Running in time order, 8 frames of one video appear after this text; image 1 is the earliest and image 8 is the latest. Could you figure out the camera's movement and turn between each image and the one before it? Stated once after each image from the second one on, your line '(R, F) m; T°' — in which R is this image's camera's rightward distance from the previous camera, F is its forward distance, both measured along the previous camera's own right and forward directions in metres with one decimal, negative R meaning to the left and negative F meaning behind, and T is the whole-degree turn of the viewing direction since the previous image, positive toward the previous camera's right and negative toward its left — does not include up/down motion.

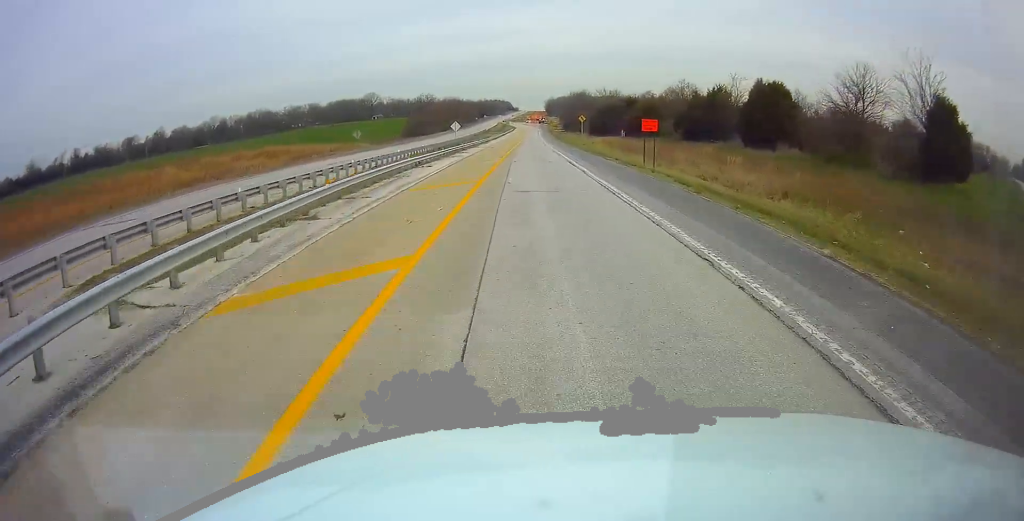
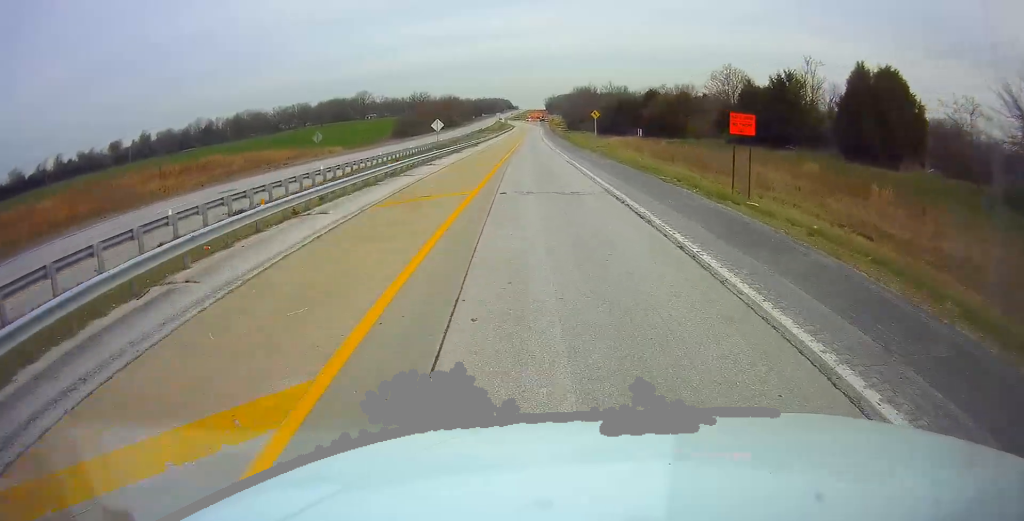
(0.0, +19.4) m; 0°
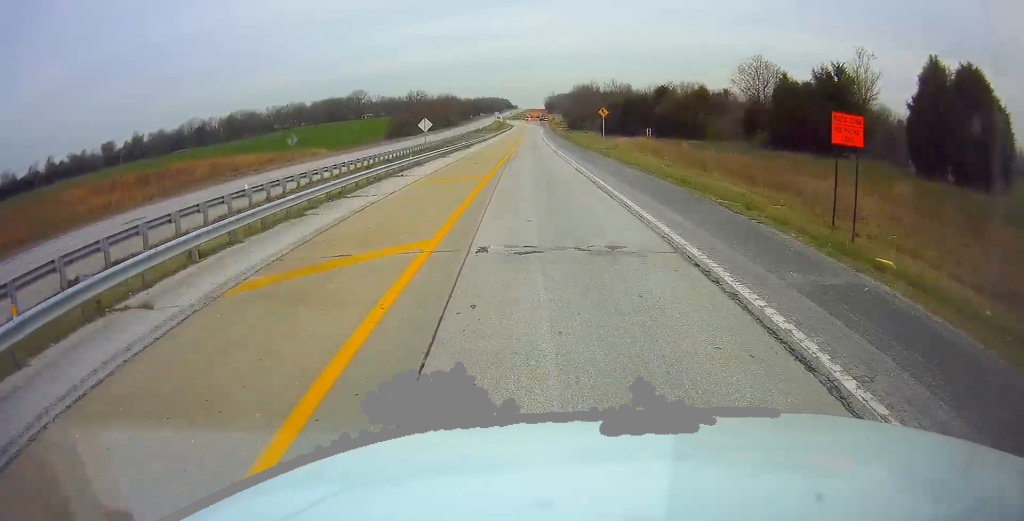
(+0.1, +8.9) m; 0°
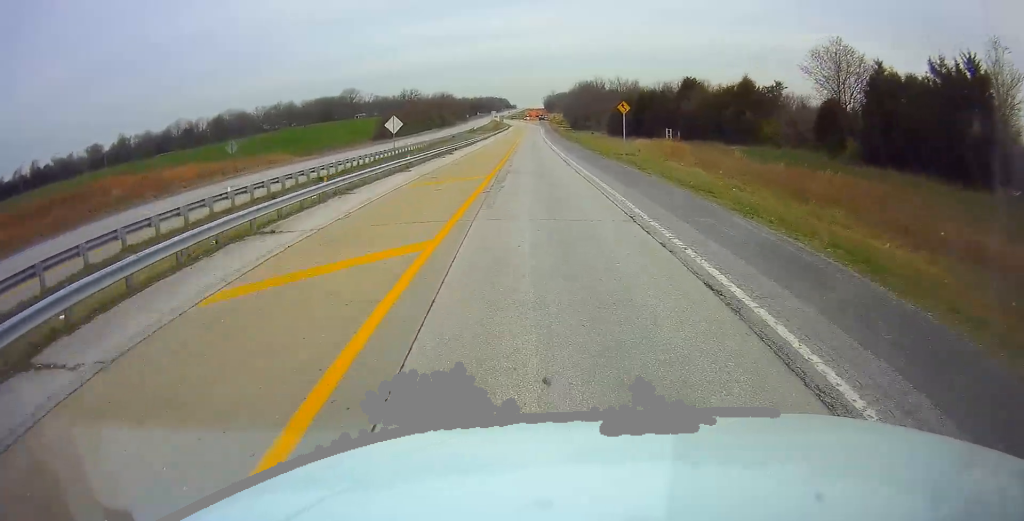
(-0.1, +15.6) m; 0°
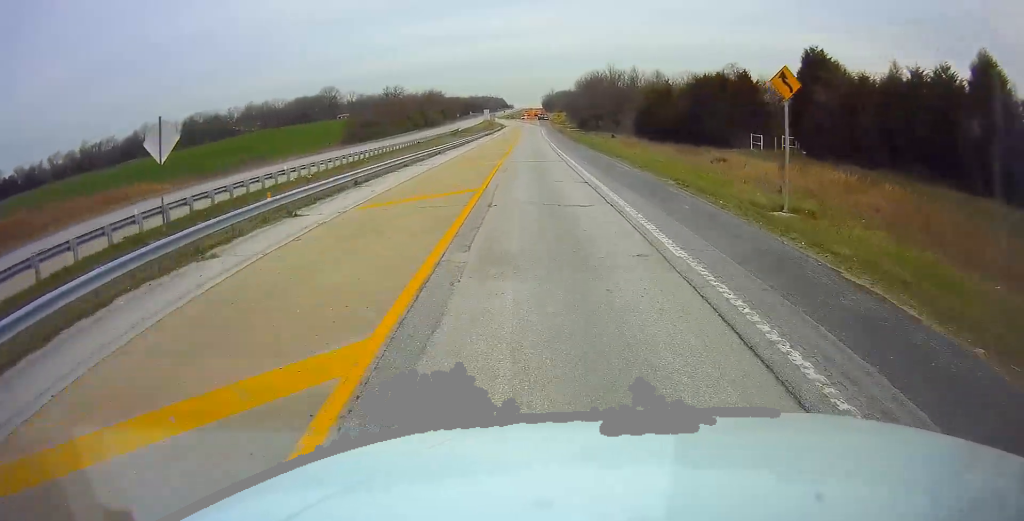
(+0.4, +35.0) m; +1°
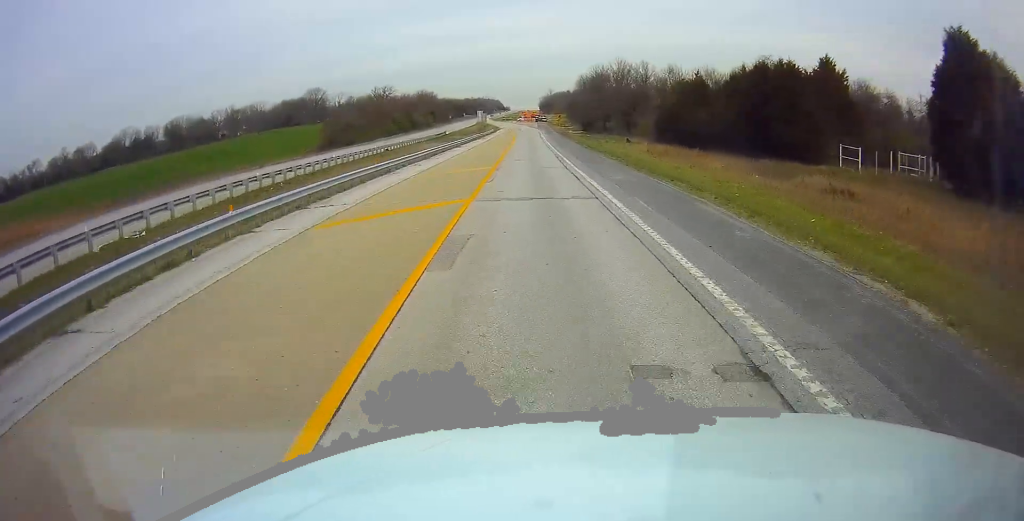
(-0.1, +17.2) m; 0°
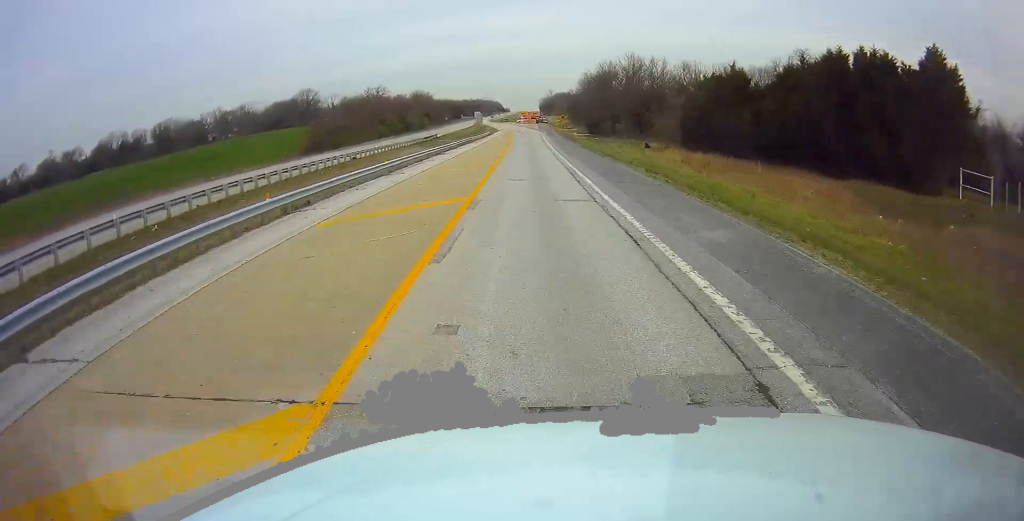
(0.0, +12.7) m; 0°
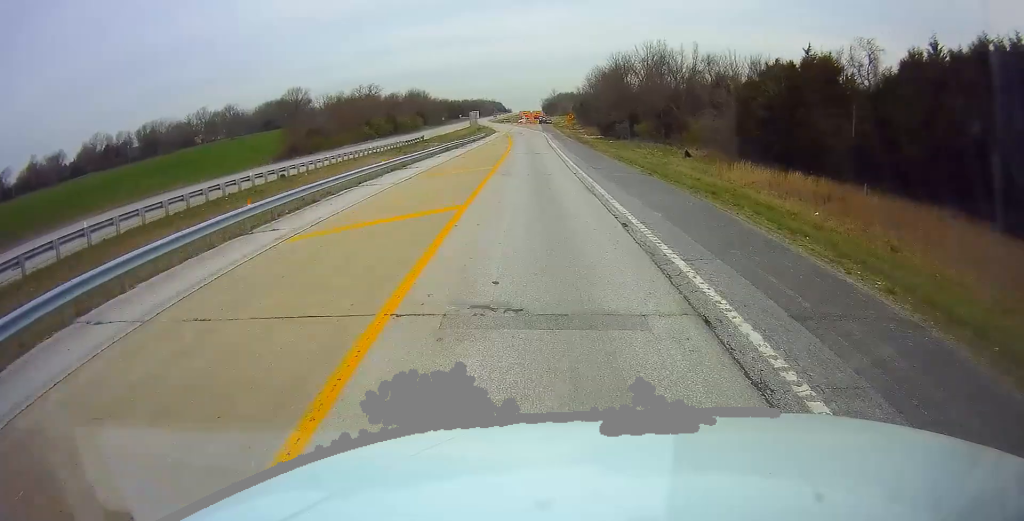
(+0.1, +16.5) m; 0°
